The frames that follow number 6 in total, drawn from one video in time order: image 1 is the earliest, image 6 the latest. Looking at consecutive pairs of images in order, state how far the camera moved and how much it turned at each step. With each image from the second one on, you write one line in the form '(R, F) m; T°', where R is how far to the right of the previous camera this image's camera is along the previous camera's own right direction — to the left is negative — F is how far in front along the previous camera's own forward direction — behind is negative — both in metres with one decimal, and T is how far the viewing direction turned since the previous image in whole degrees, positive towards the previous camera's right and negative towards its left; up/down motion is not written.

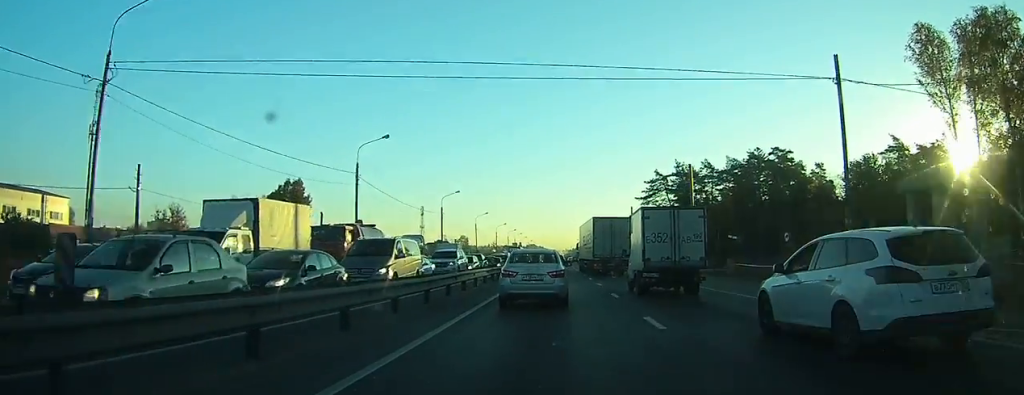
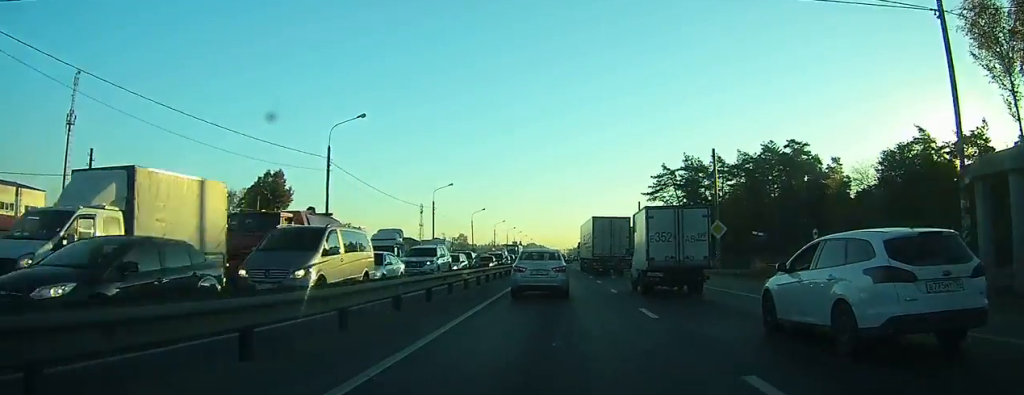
(0.0, +5.6) m; 0°
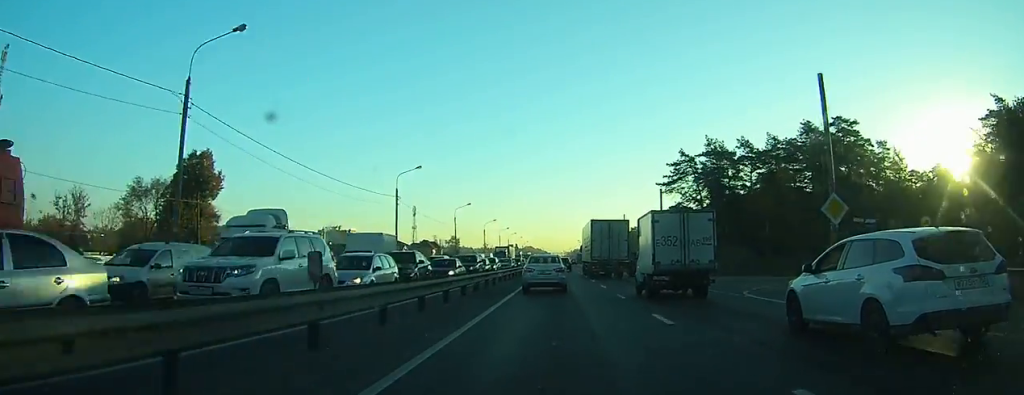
(0.0, +15.3) m; 0°
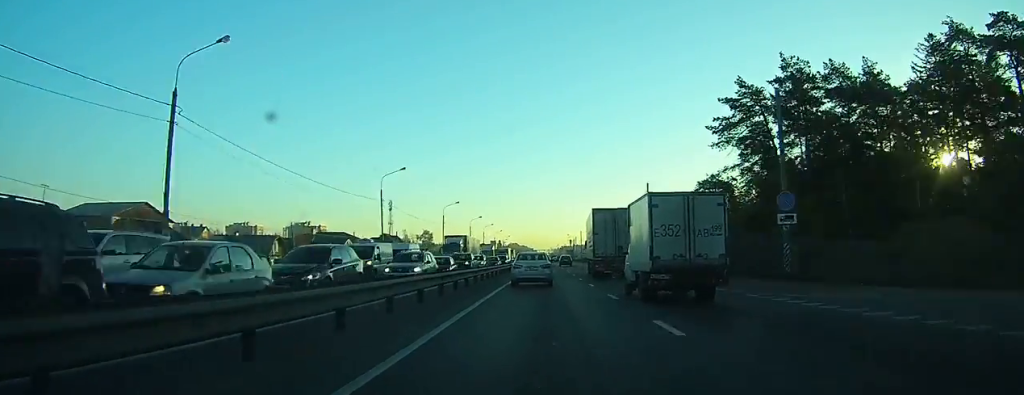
(+0.2, +33.6) m; +1°
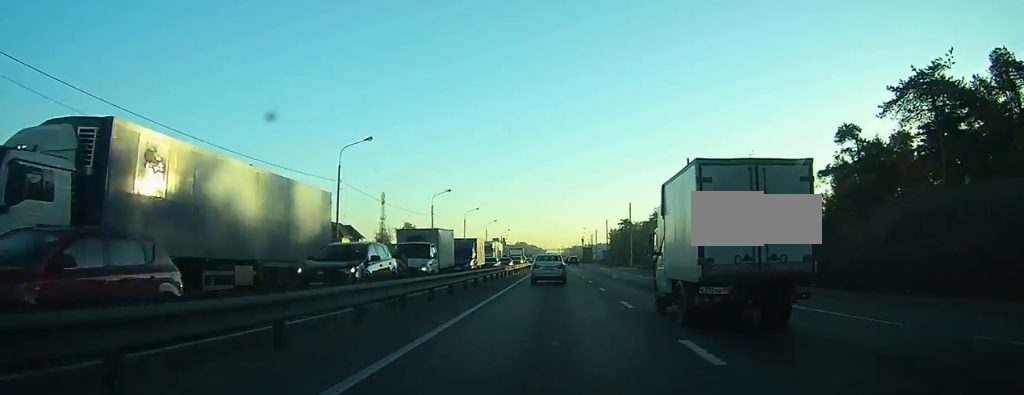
(+0.1, +53.3) m; 0°
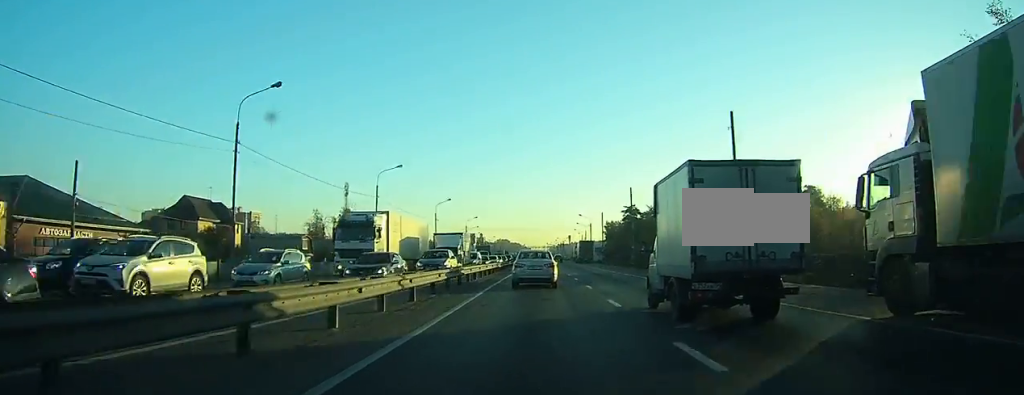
(+0.3, +47.8) m; +1°
